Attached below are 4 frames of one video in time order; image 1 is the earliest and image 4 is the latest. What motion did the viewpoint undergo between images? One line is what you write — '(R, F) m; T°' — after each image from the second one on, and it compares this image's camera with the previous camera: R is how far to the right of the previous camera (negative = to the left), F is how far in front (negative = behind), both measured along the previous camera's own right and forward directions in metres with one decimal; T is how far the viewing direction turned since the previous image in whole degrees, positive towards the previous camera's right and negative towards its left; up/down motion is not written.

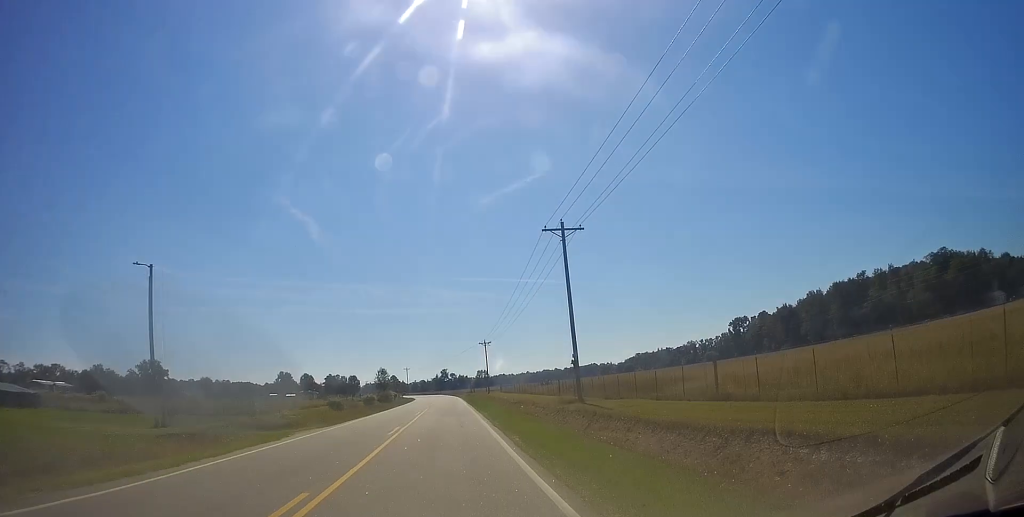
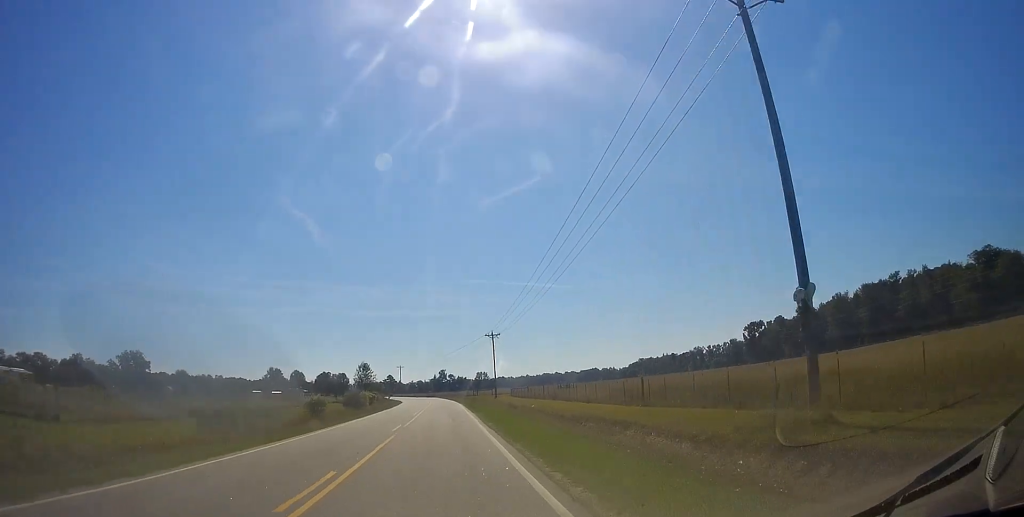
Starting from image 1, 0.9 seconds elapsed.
(-0.2, +22.8) m; 0°
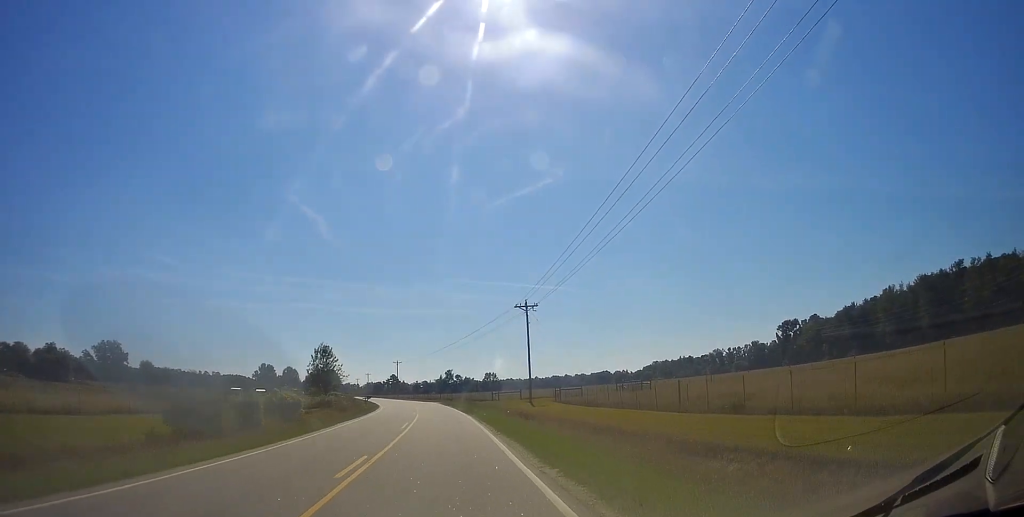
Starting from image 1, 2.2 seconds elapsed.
(+0.4, +34.8) m; 0°
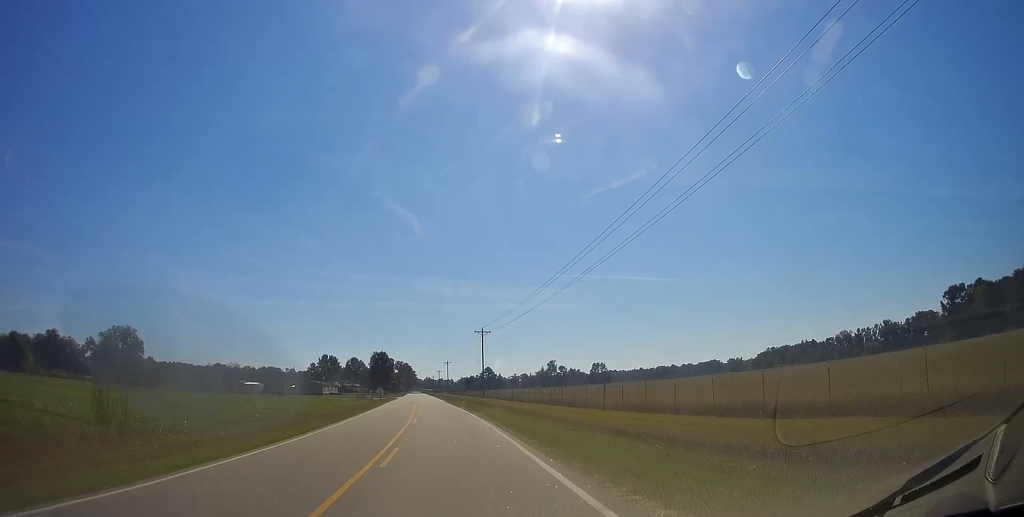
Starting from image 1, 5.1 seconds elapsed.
(-1.6, +71.8) m; -3°
